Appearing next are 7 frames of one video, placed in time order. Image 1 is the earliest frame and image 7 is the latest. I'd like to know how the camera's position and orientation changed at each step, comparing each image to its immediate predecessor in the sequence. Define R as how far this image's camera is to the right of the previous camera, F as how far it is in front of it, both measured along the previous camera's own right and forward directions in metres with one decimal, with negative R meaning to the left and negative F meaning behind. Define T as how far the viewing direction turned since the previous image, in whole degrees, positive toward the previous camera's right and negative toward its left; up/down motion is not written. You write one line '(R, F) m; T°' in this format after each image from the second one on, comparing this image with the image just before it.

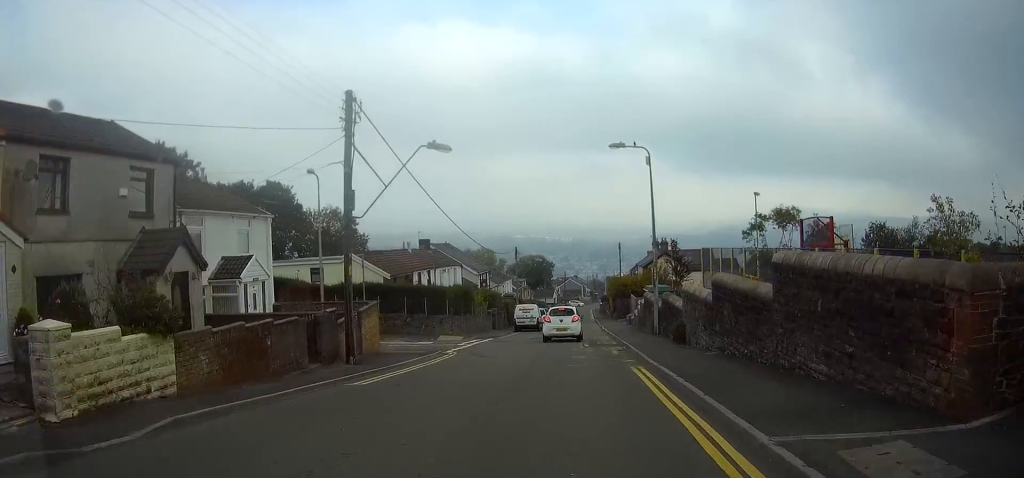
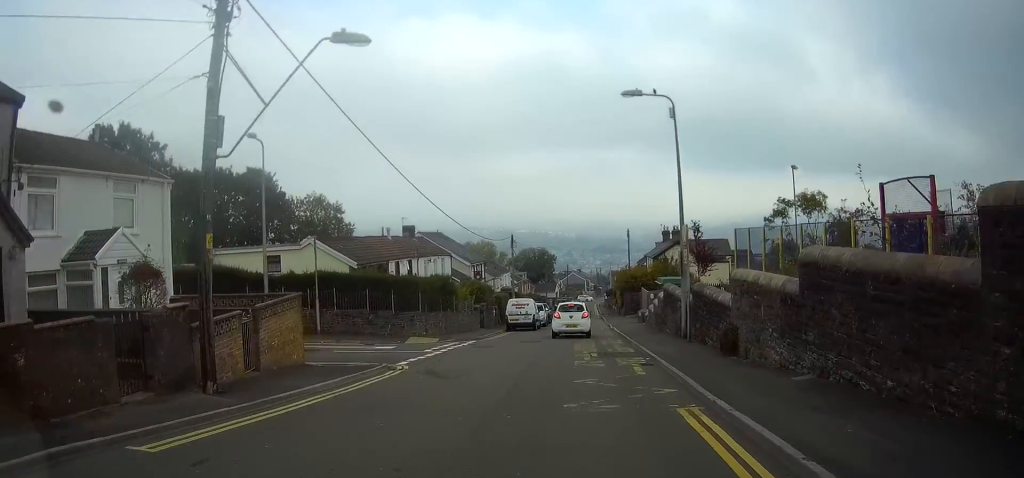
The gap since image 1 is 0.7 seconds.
(0.0, +6.6) m; -1°
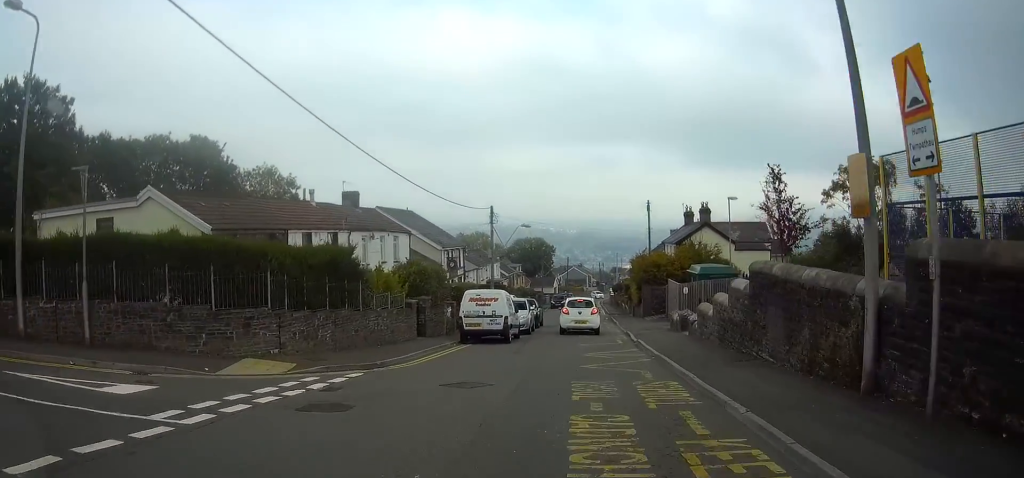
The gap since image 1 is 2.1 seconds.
(-0.1, +14.3) m; -1°
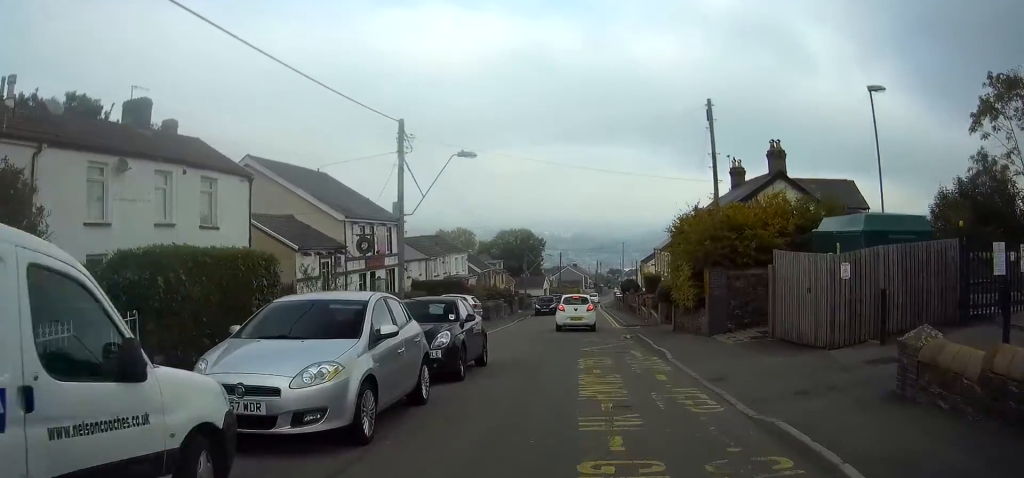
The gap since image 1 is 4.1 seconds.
(0.0, +21.5) m; +1°
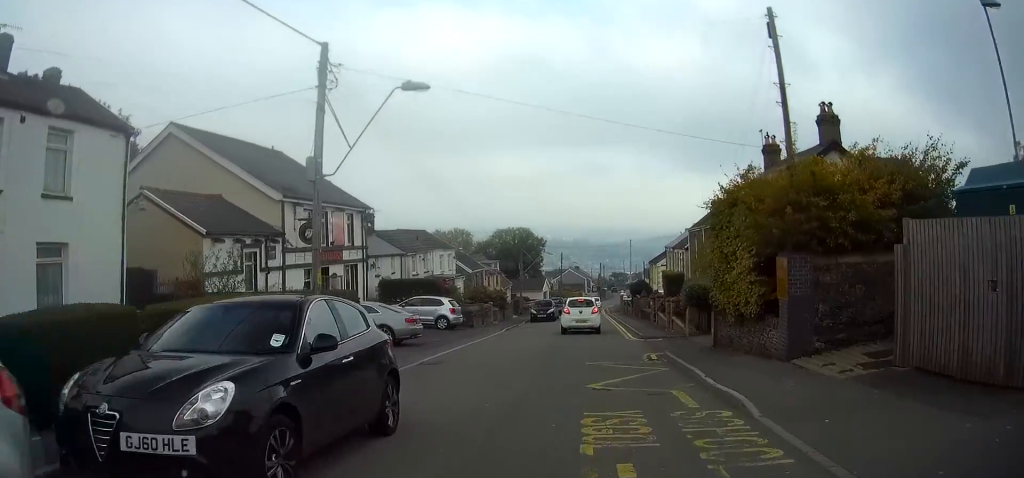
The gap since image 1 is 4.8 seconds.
(+0.1, +7.2) m; +1°
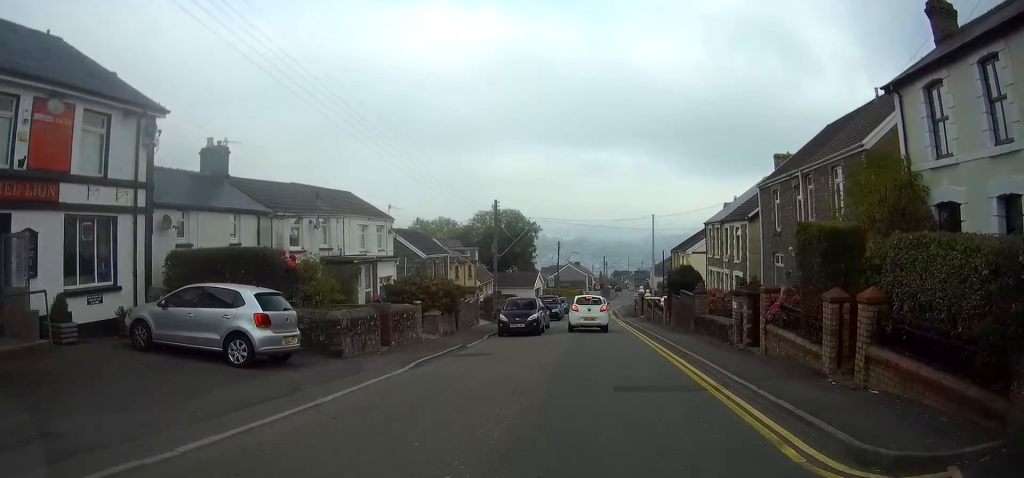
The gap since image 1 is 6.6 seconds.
(+0.3, +19.2) m; +1°
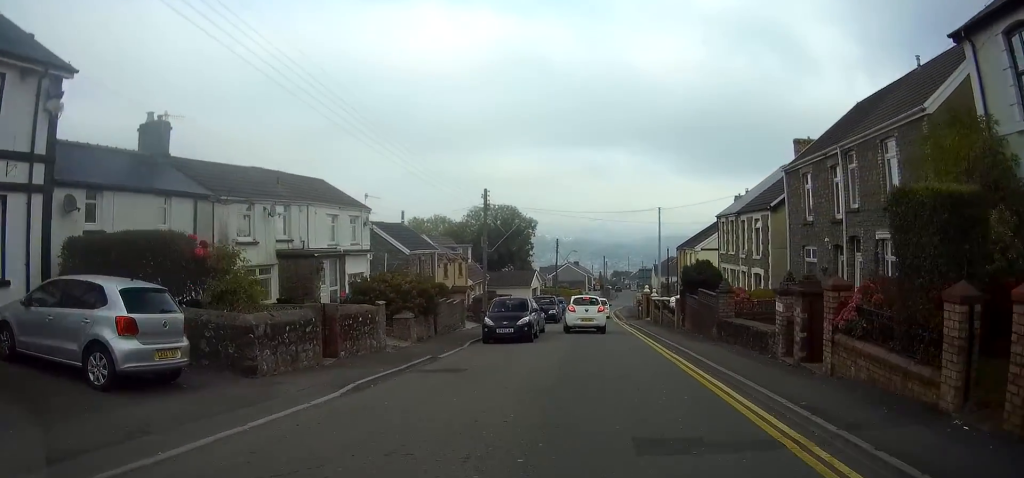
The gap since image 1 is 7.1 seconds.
(+0.1, +4.1) m; 0°
